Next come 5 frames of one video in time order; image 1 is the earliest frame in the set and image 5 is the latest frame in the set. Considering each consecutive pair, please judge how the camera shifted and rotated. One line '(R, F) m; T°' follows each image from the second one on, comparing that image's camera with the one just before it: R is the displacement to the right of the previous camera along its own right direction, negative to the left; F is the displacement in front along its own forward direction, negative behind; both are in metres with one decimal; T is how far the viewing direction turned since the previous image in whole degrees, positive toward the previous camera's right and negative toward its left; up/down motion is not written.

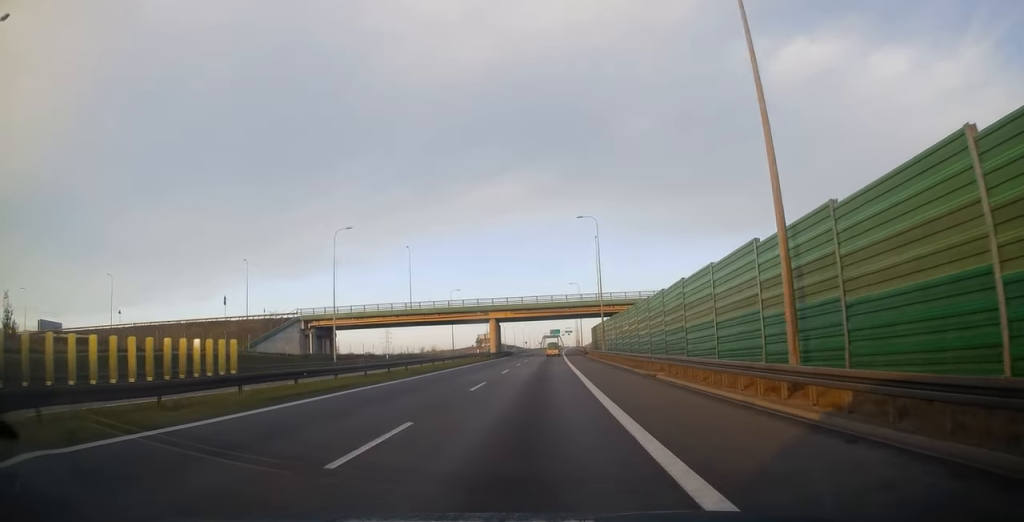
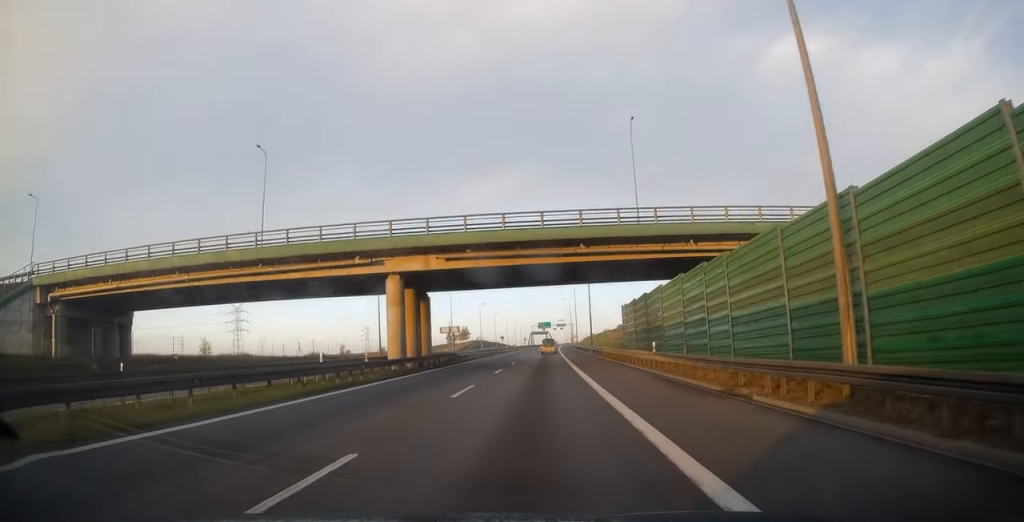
(+0.7, +50.8) m; +1°
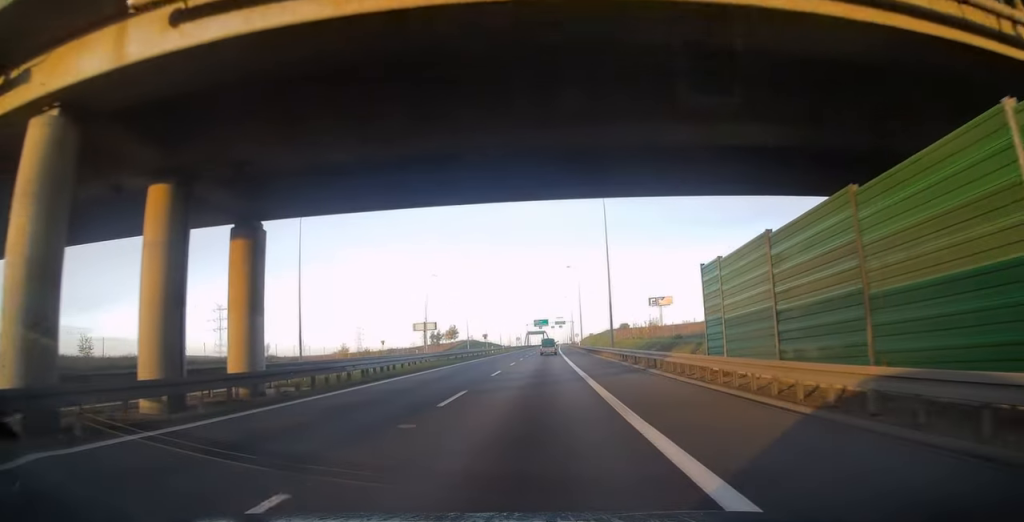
(-0.4, +26.4) m; 0°
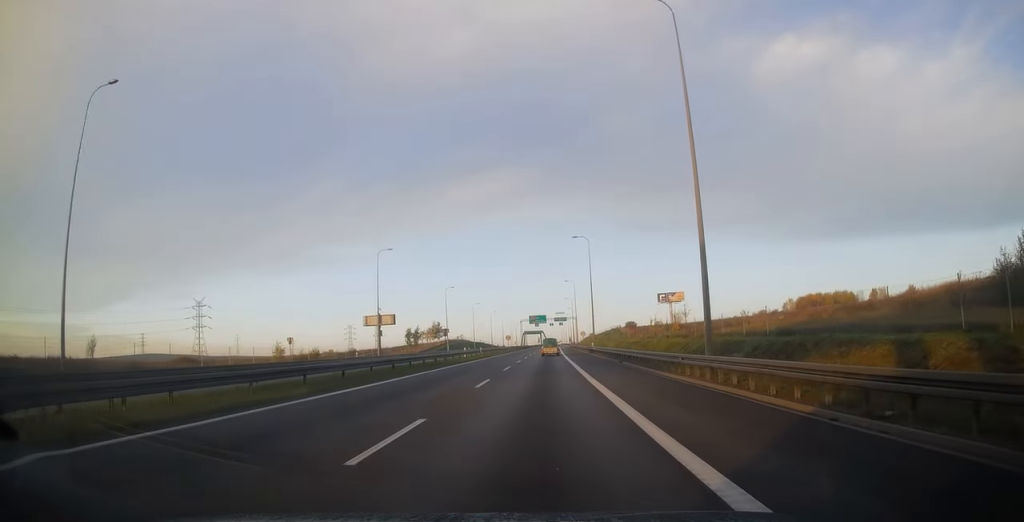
(+0.5, +30.6) m; +1°
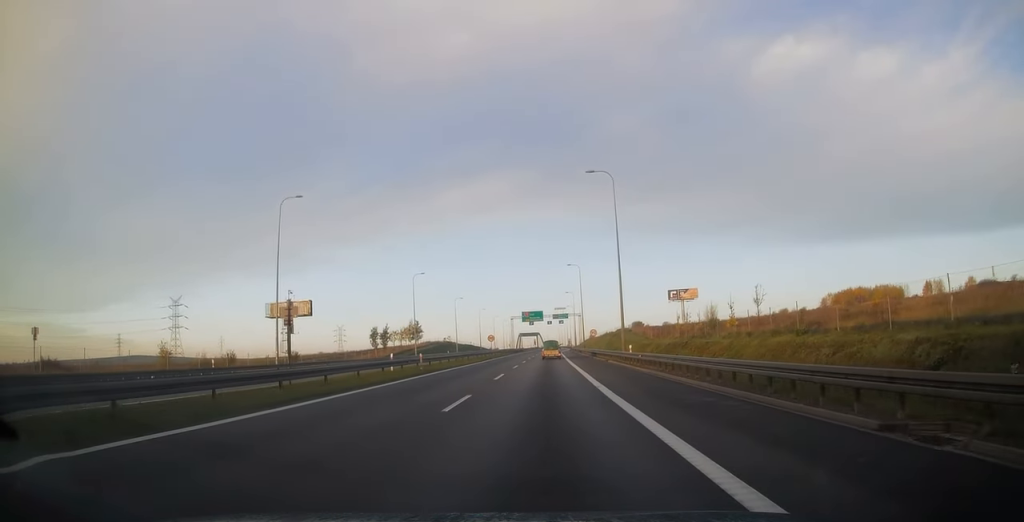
(+0.3, +30.1) m; +1°
